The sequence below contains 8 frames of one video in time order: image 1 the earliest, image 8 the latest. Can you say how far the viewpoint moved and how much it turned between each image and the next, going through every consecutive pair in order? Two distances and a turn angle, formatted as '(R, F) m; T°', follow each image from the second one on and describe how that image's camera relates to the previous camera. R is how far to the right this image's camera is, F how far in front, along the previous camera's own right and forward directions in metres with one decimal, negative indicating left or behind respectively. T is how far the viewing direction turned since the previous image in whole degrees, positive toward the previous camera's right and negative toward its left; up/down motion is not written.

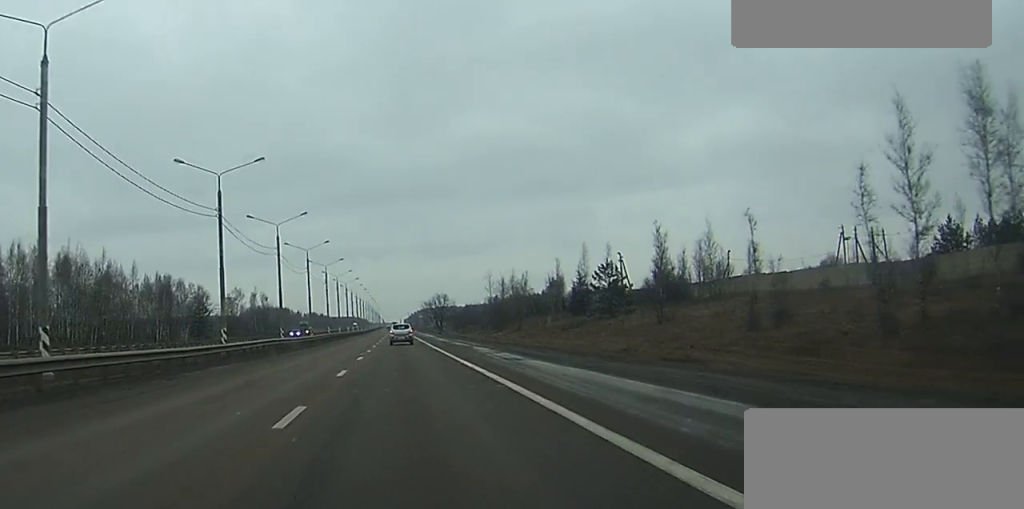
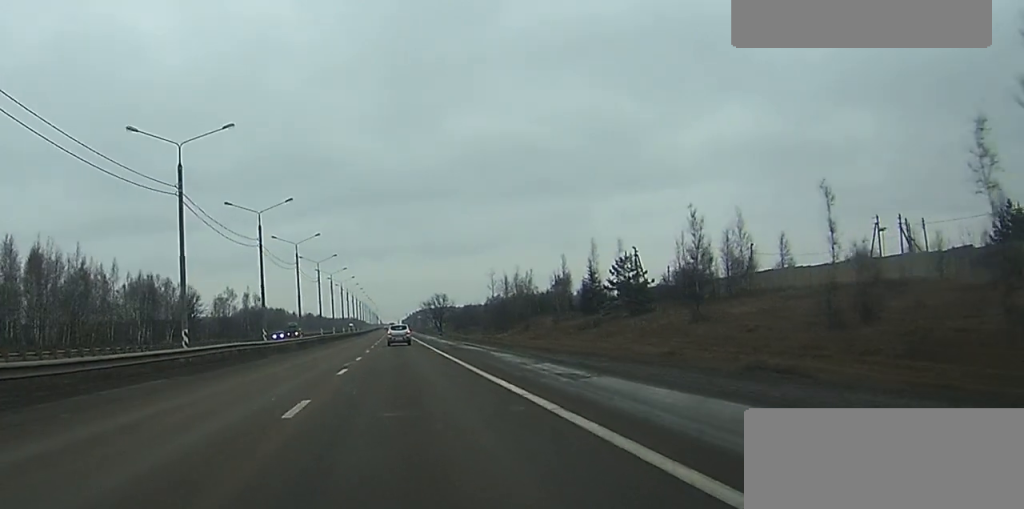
(0.0, +10.8) m; 0°
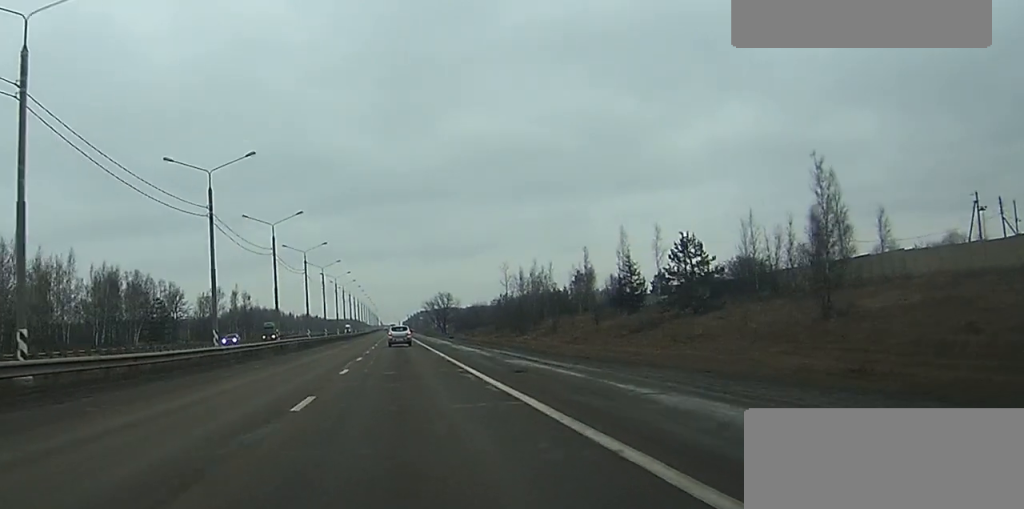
(0.0, +22.5) m; 0°
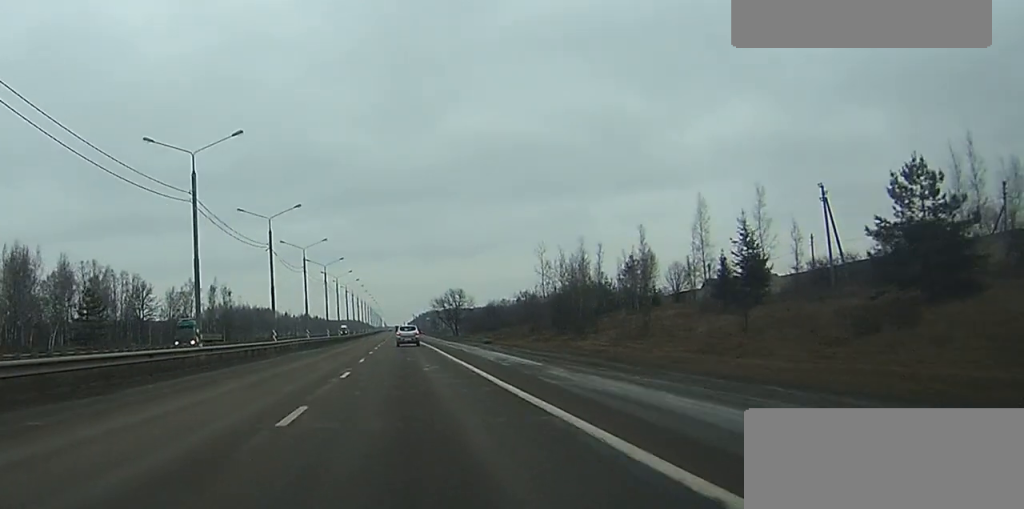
(+0.1, +37.9) m; 0°
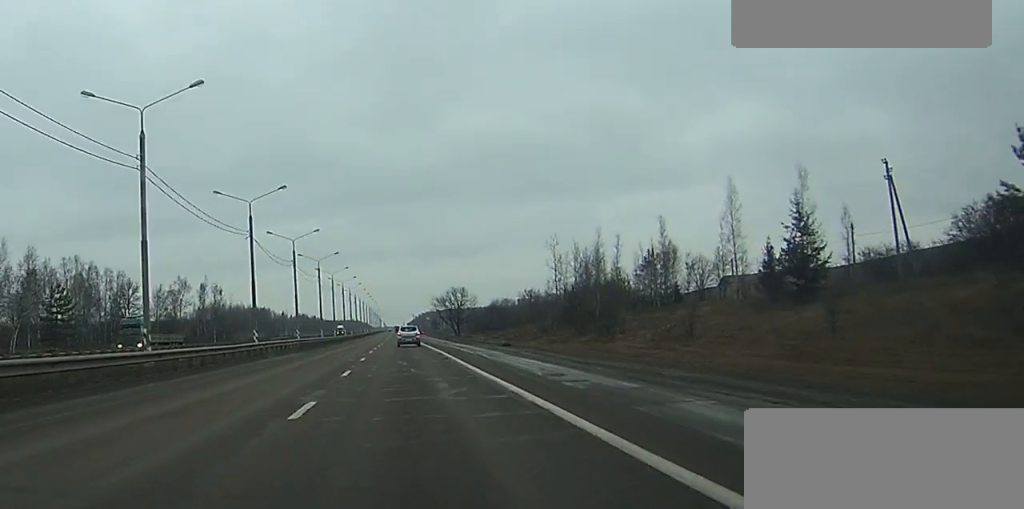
(0.0, +11.1) m; -1°
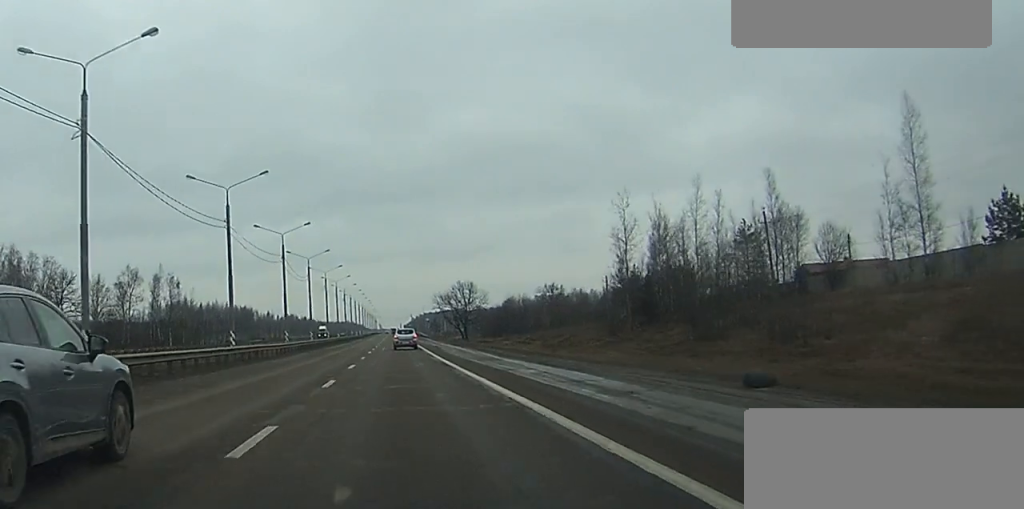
(-0.9, +39.6) m; 0°
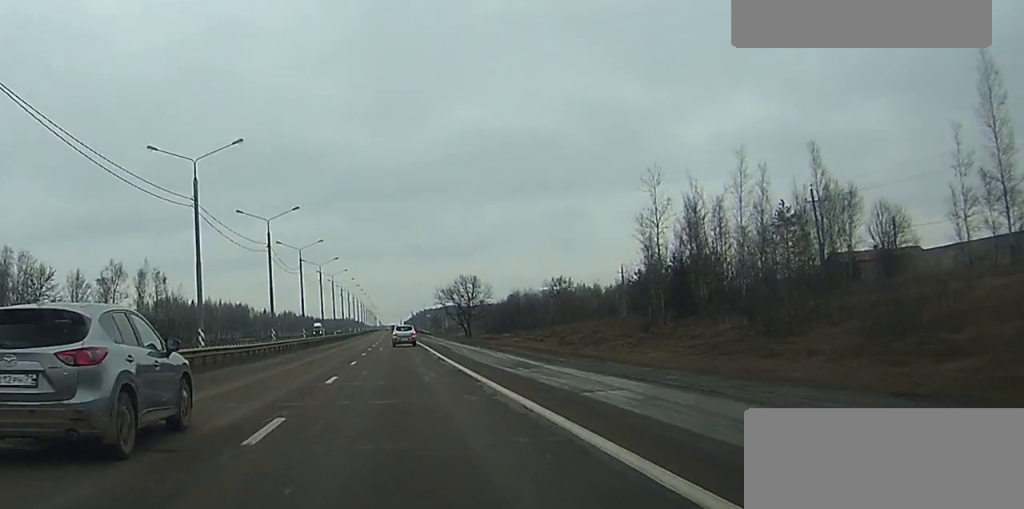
(+0.4, +10.5) m; +1°
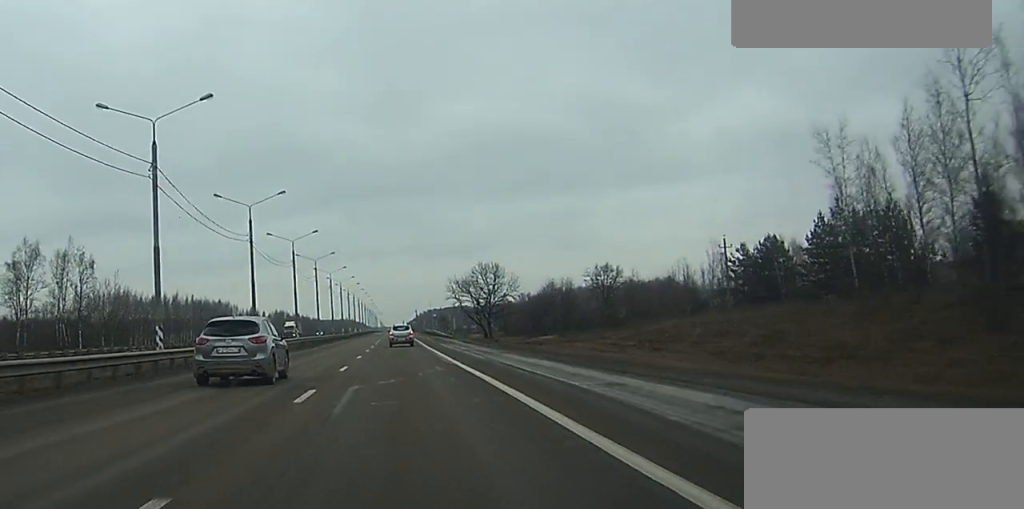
(+0.5, +42.3) m; -1°
